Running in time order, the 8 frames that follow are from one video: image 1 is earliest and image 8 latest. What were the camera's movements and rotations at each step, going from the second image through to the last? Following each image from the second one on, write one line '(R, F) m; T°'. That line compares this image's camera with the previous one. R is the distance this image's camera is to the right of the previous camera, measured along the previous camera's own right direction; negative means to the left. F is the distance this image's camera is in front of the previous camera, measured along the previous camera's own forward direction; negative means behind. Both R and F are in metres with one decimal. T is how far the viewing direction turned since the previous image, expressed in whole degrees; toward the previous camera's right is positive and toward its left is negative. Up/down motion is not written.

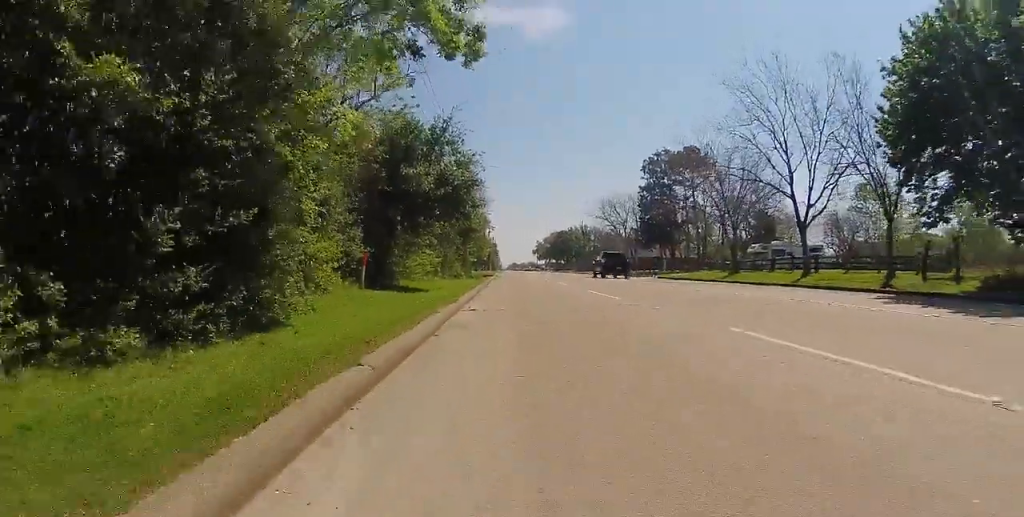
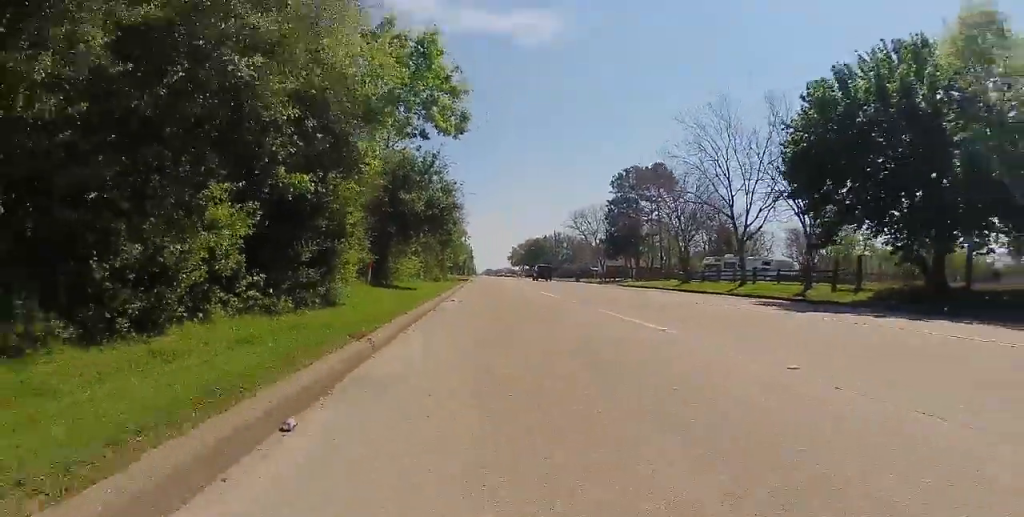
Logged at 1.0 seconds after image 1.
(+0.1, +5.8) m; +1°
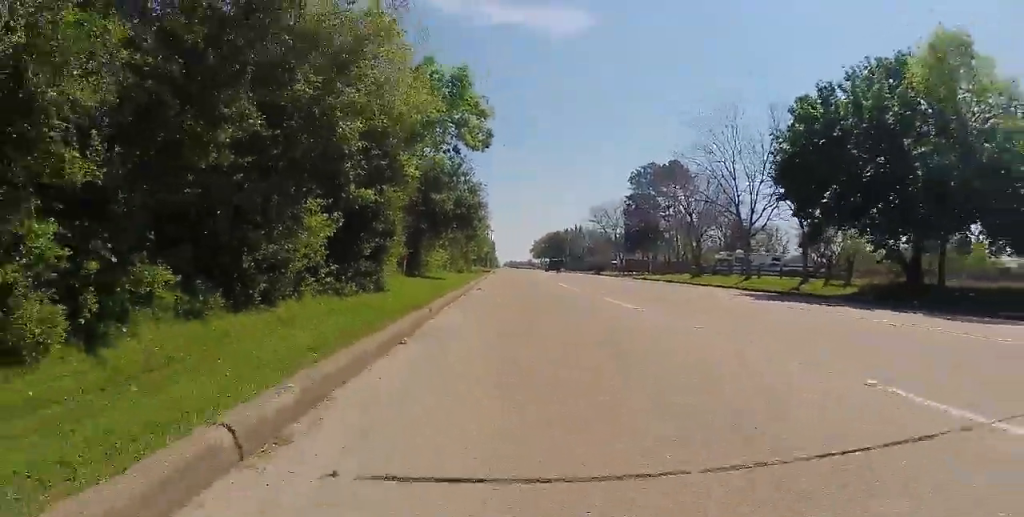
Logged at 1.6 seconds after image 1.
(0.0, +3.1) m; 0°
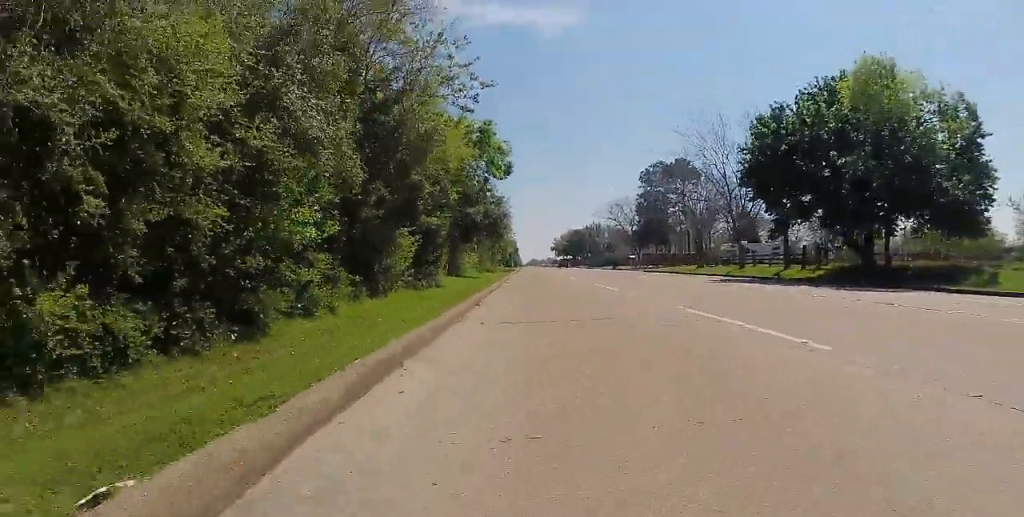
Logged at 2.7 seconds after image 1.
(0.0, +6.2) m; 0°
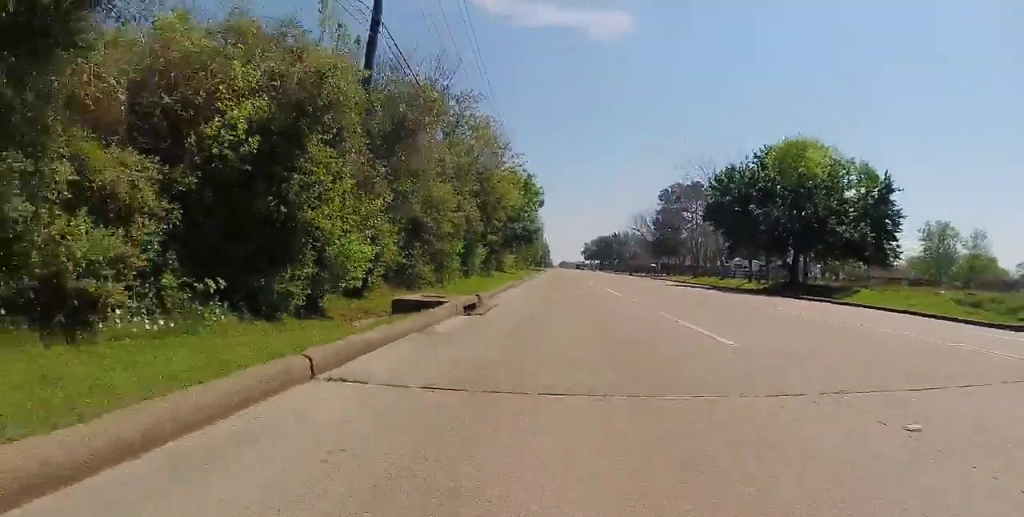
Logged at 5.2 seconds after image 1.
(0.0, +13.6) m; 0°
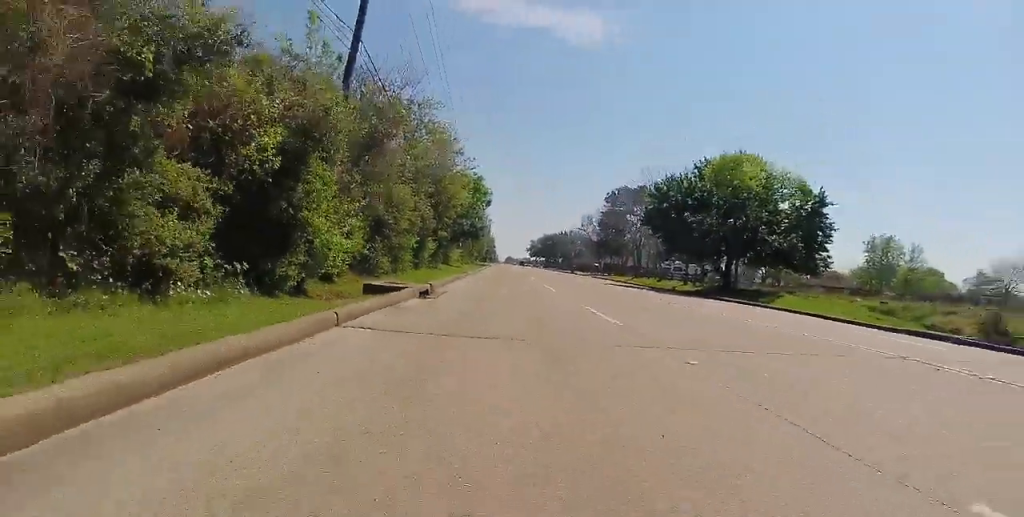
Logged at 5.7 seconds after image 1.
(0.0, +2.6) m; 0°
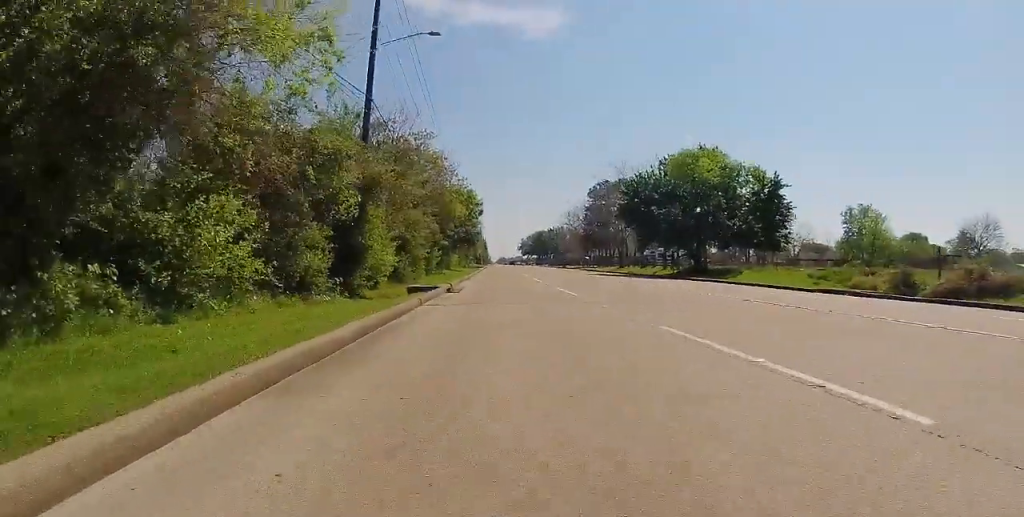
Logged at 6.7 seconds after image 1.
(0.0, +5.7) m; 0°
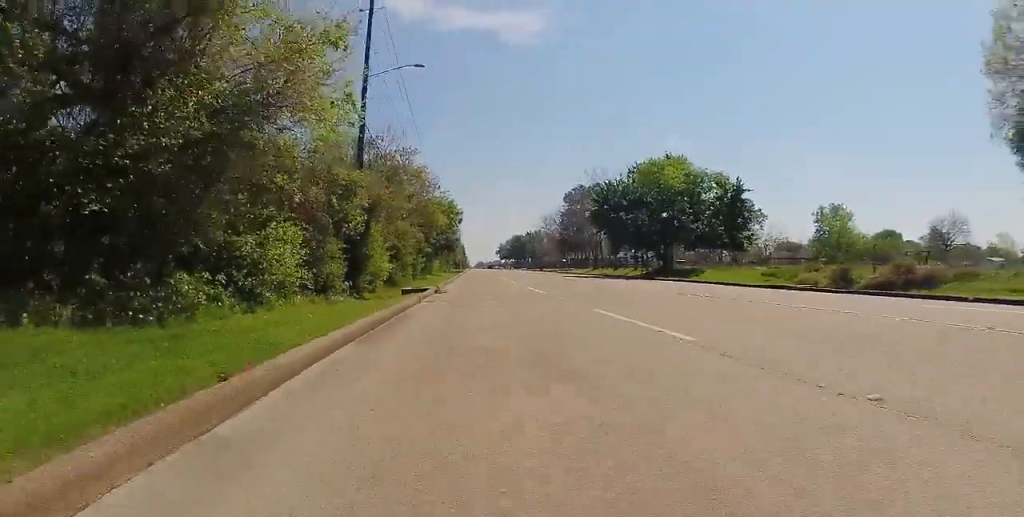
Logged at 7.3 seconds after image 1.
(0.0, +3.4) m; 0°
